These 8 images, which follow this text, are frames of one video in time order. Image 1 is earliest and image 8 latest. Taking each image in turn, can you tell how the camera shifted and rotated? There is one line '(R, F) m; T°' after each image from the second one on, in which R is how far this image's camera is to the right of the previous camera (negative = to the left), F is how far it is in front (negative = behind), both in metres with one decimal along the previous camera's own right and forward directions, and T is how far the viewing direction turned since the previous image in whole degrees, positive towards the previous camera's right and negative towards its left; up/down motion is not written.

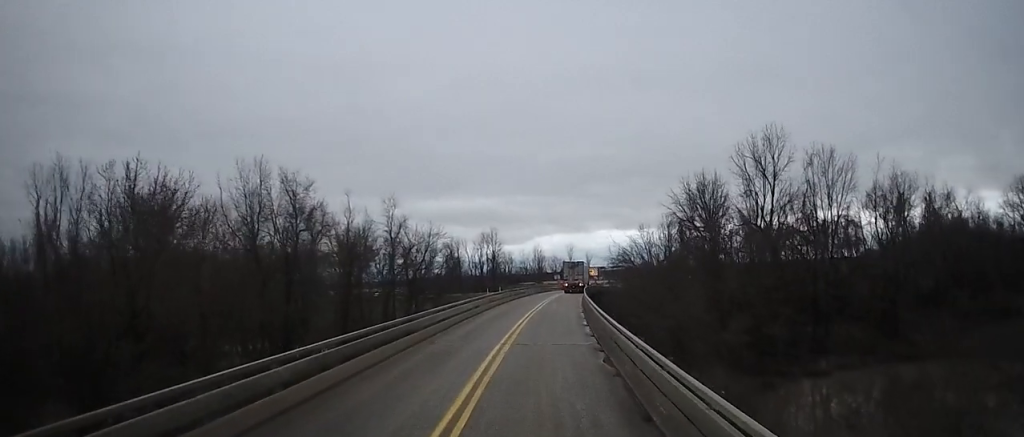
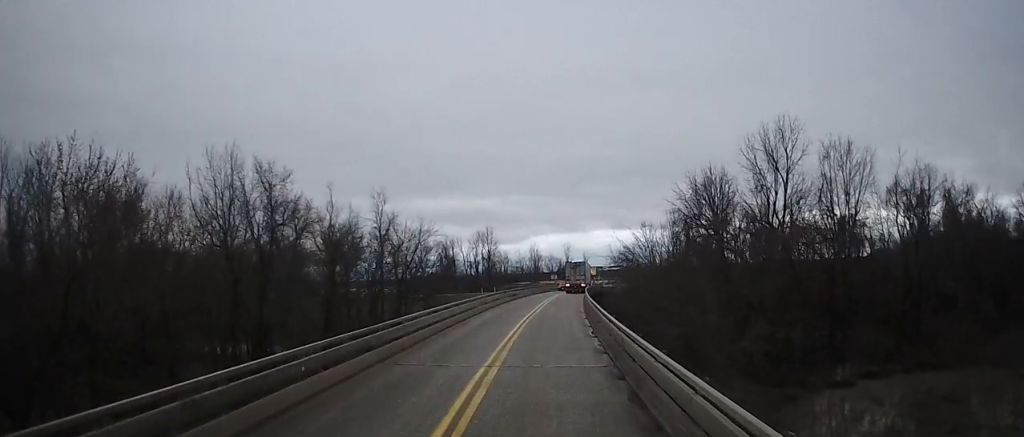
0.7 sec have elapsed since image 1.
(-0.1, +4.9) m; -1°
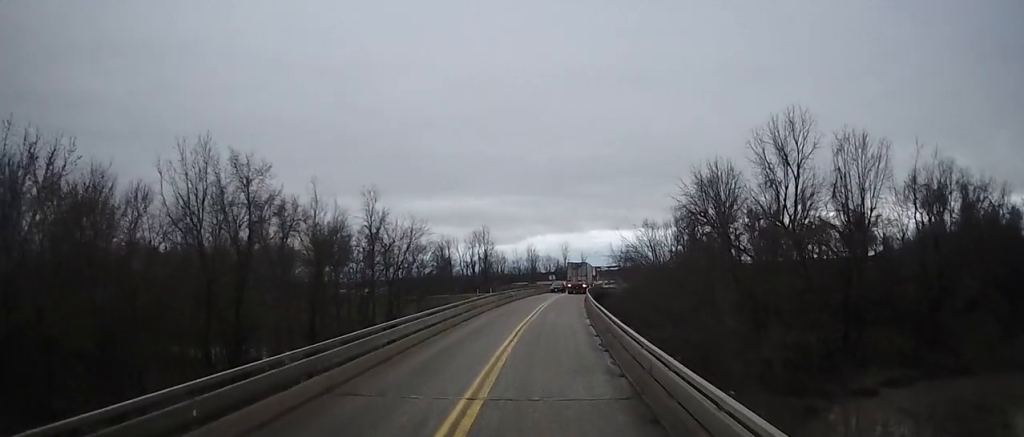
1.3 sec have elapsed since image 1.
(0.0, +3.9) m; 0°
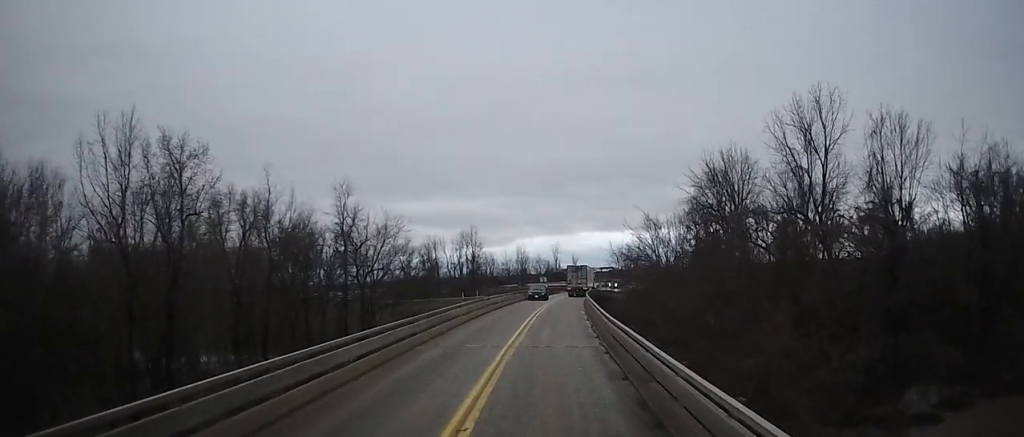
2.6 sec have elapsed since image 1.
(+0.3, +9.1) m; +4°
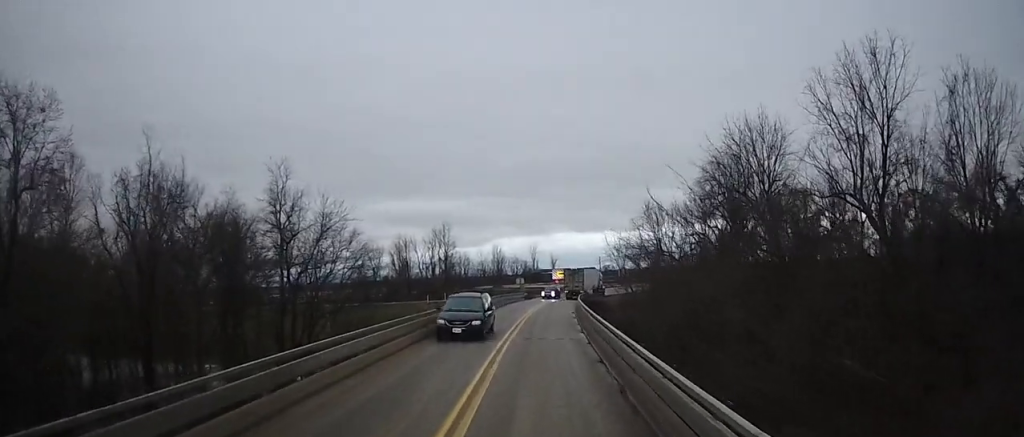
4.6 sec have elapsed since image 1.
(+0.6, +14.2) m; +3°
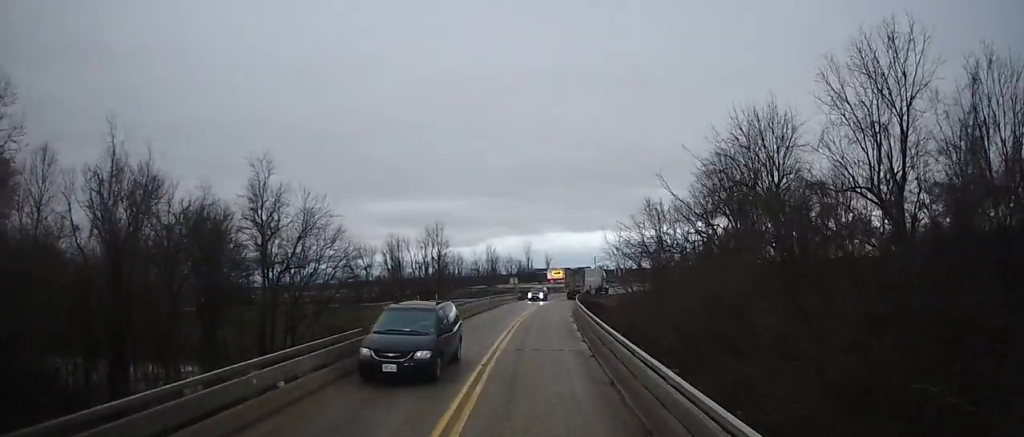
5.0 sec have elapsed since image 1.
(0.0, +3.3) m; 0°
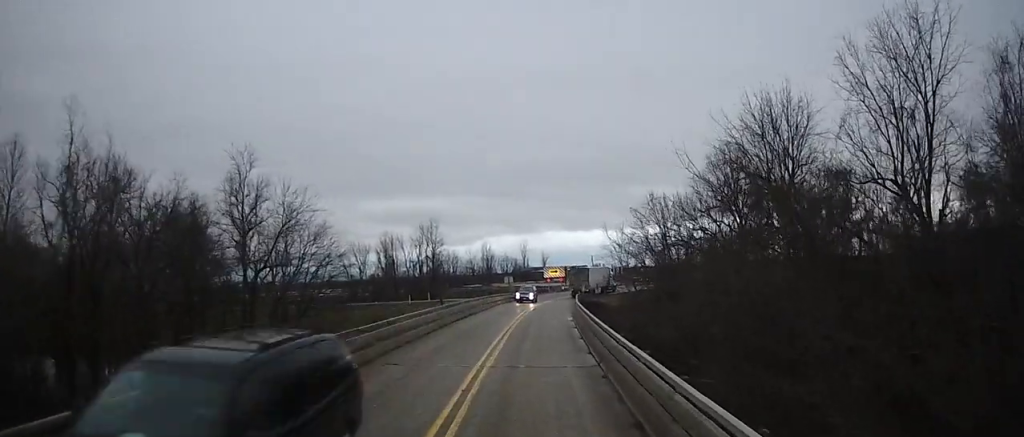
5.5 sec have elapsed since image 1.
(0.0, +3.5) m; 0°
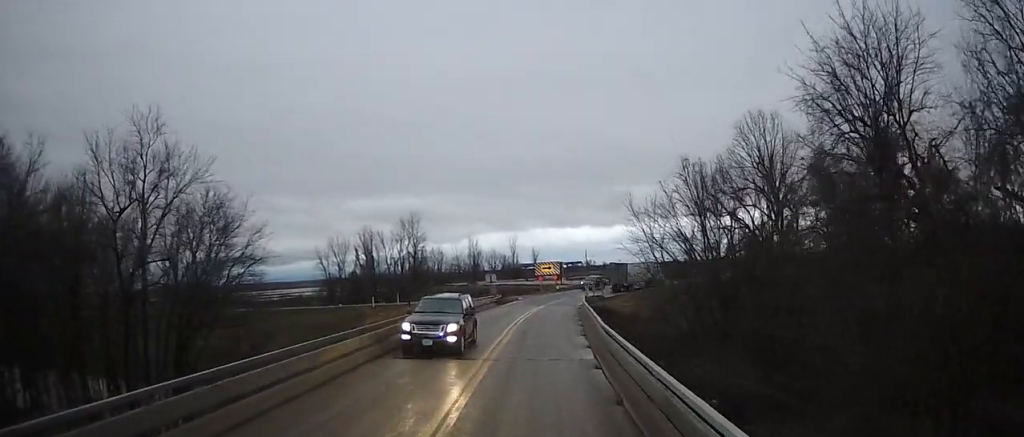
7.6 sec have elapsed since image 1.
(0.0, +15.5) m; +1°
